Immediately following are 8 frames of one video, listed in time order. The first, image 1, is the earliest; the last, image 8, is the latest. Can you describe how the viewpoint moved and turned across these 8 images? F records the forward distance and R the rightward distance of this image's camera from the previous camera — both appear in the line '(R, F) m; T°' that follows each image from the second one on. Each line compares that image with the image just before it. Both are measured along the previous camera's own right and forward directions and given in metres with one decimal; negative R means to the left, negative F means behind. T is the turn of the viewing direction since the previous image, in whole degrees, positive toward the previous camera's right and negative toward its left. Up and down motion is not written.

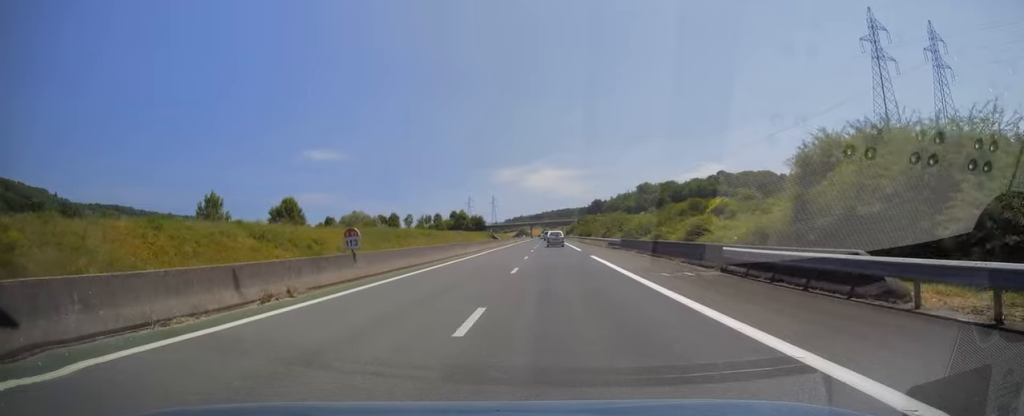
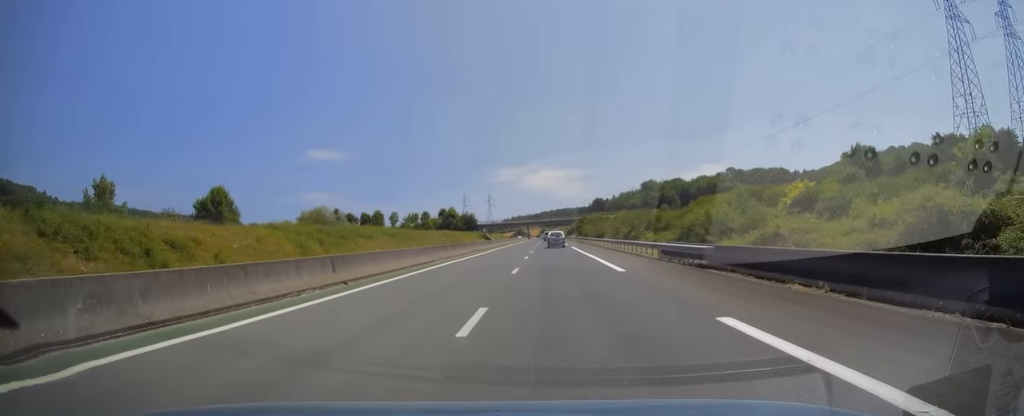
(0.0, +25.3) m; 0°
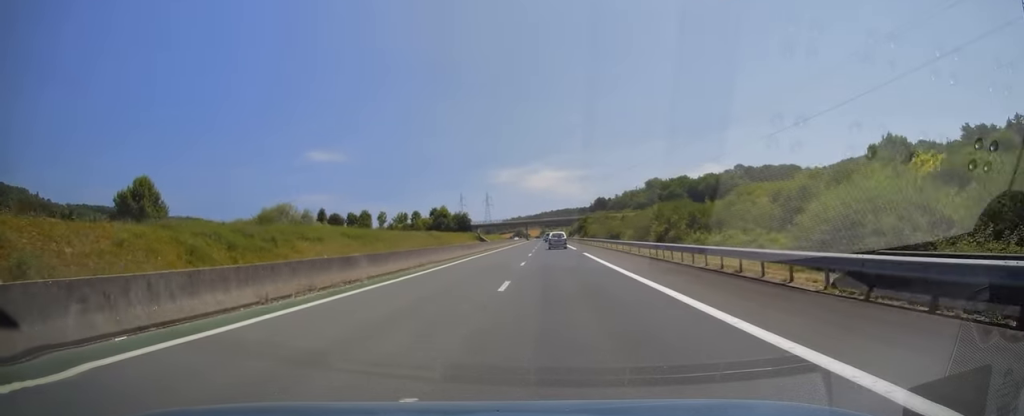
(0.0, +18.9) m; 0°
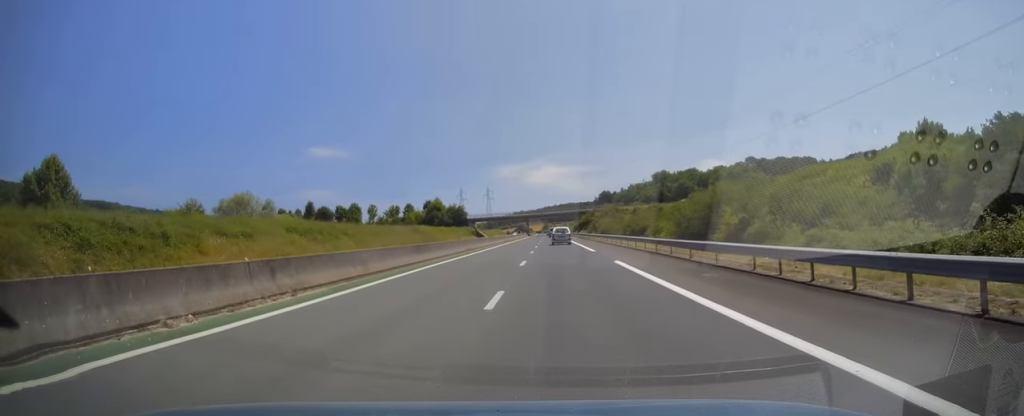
(0.0, +16.8) m; 0°
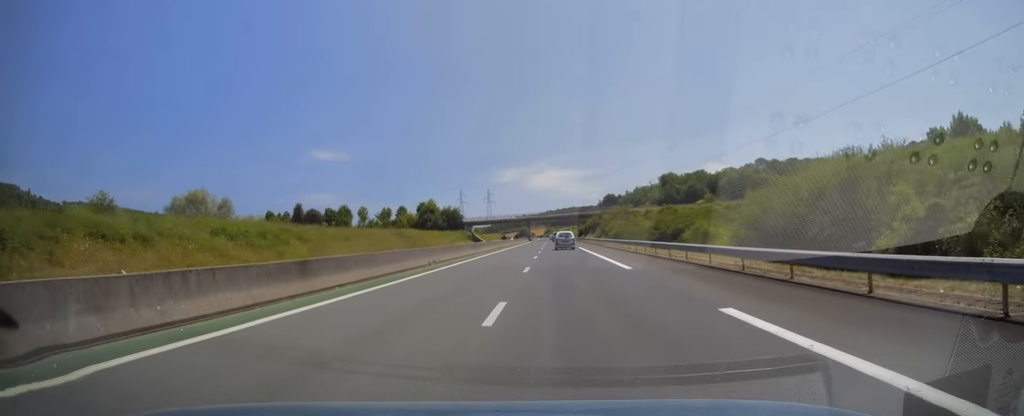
(+0.2, +14.4) m; 0°
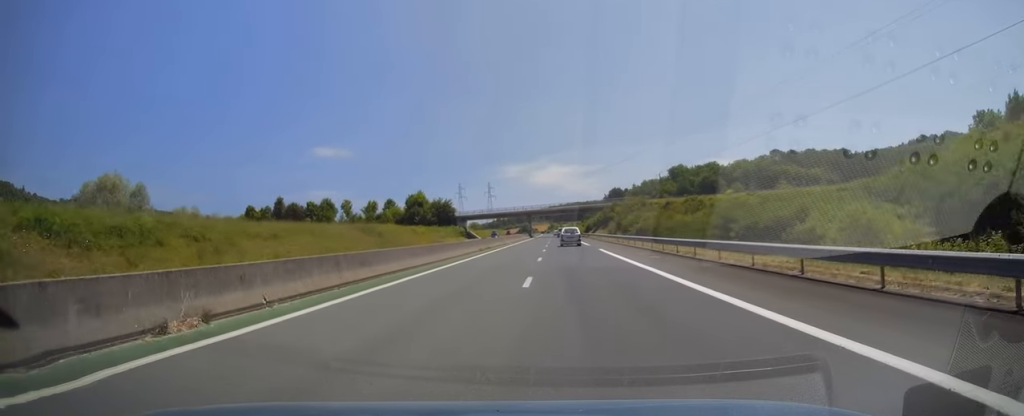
(0.0, +20.0) m; -1°
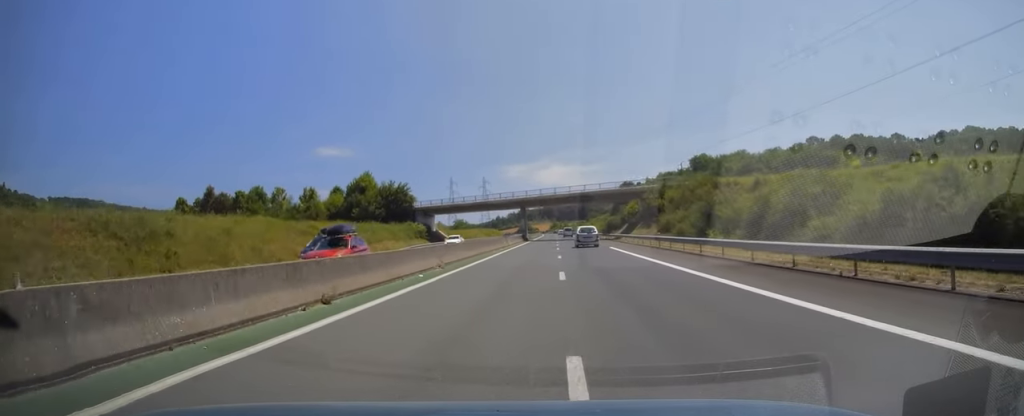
(-0.4, +49.2) m; 0°
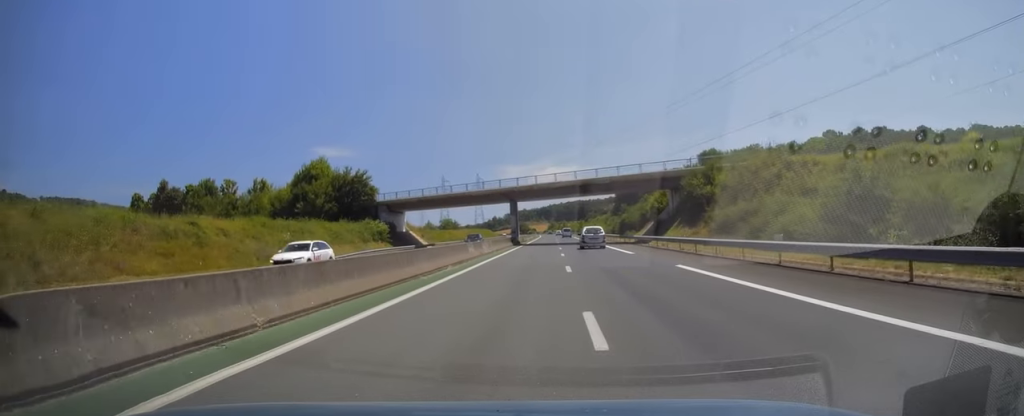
(0.0, +22.0) m; 0°
